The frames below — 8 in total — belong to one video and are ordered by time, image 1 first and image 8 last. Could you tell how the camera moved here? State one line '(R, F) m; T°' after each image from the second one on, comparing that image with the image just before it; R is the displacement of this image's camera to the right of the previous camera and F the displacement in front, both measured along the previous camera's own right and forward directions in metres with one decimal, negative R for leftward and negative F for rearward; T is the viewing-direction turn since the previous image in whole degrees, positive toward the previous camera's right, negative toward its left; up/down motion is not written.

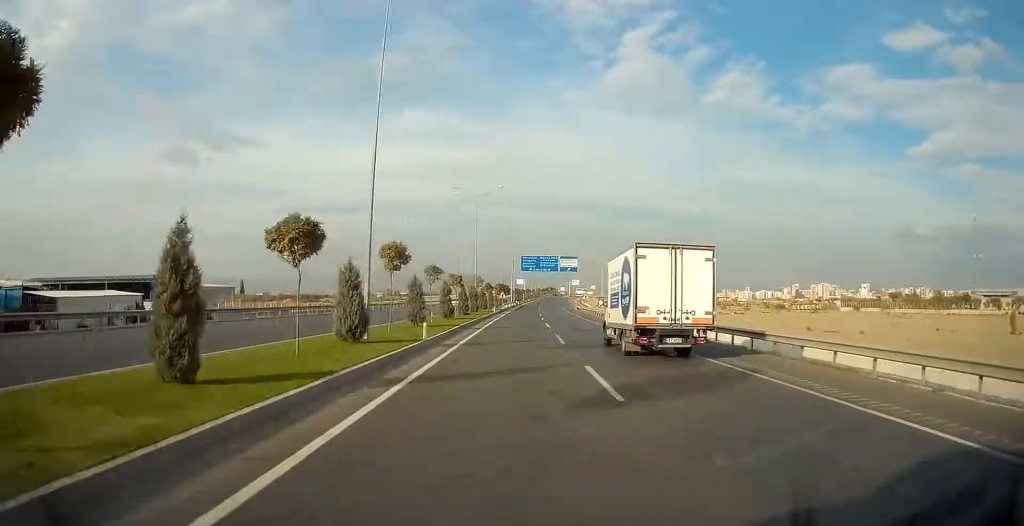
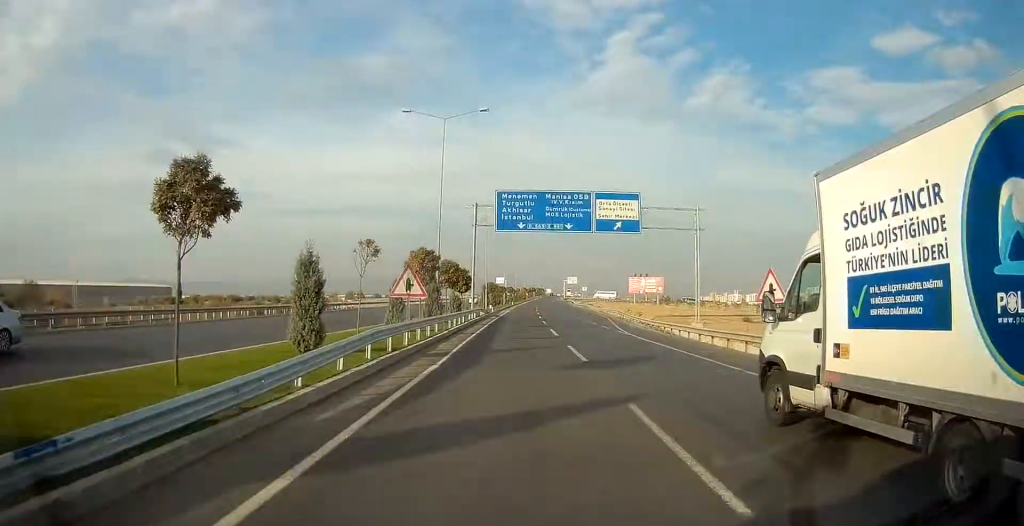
(+0.9, +64.6) m; +2°
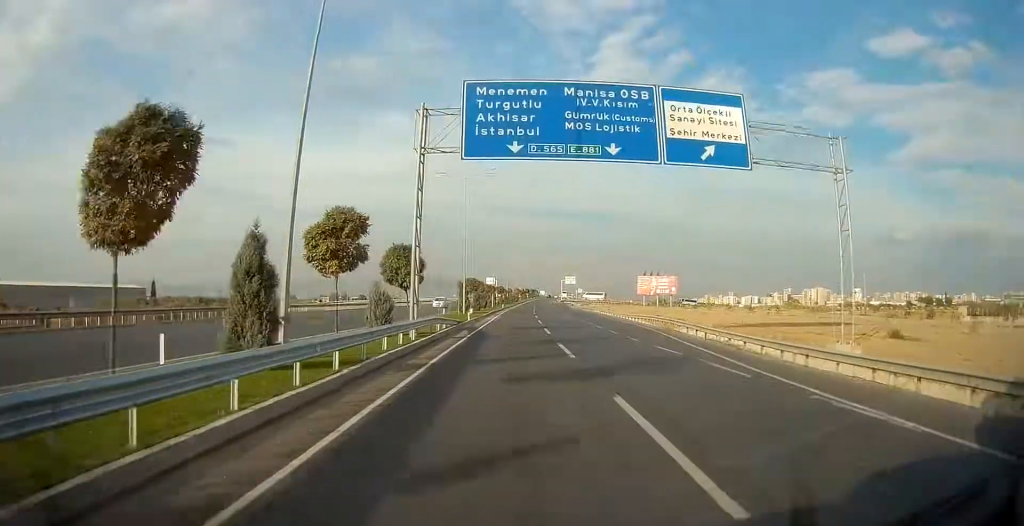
(+0.1, +21.8) m; +1°
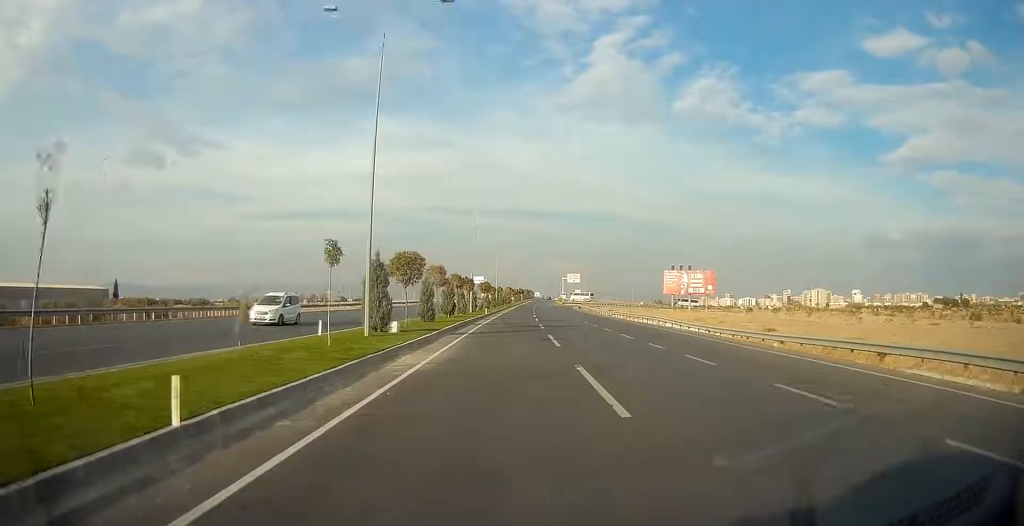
(+0.2, +32.1) m; +1°
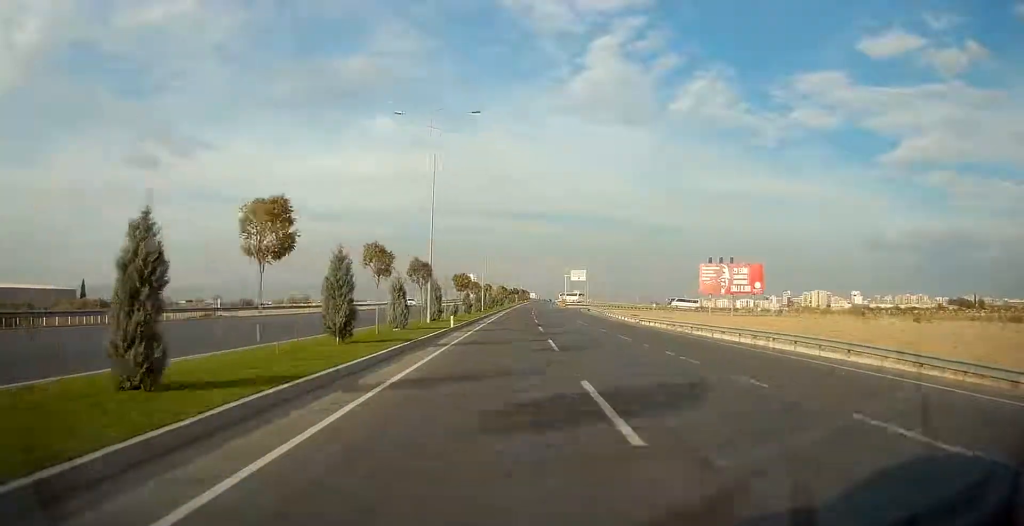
(+0.1, +25.5) m; +1°
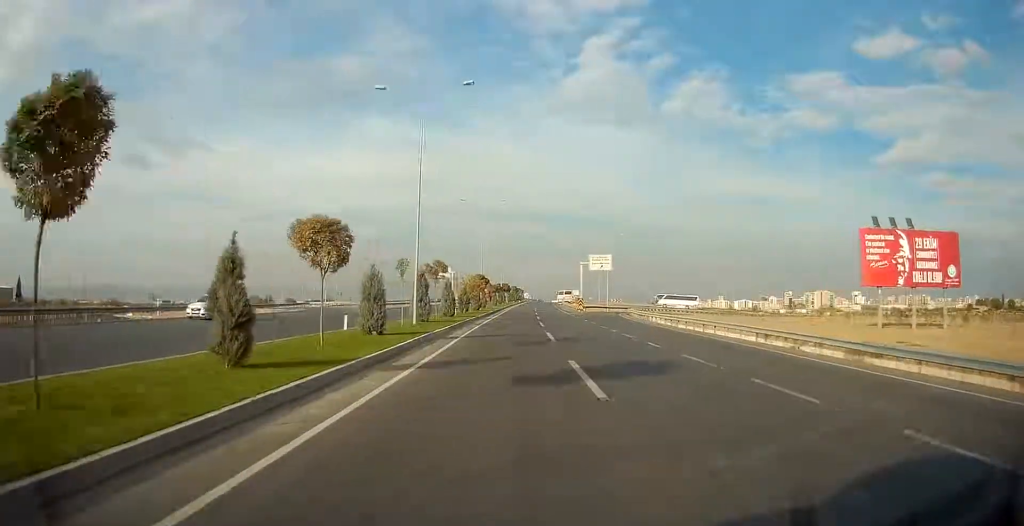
(+0.4, +46.4) m; +1°
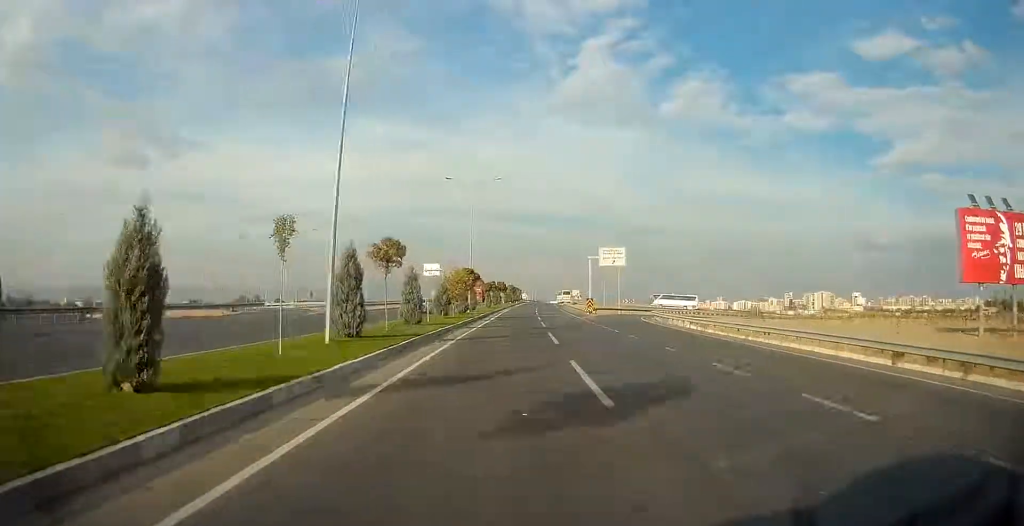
(0.0, +12.7) m; 0°
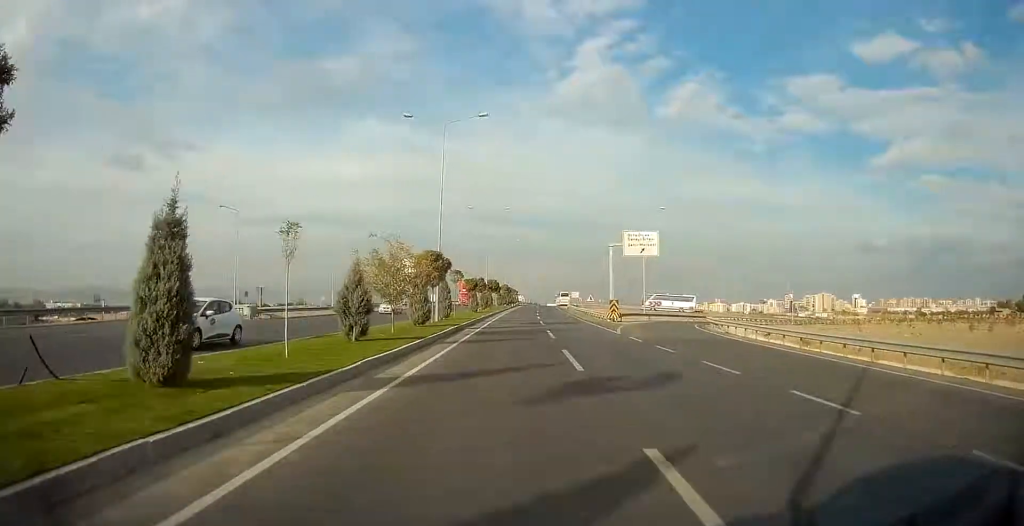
(0.0, +19.8) m; +1°
